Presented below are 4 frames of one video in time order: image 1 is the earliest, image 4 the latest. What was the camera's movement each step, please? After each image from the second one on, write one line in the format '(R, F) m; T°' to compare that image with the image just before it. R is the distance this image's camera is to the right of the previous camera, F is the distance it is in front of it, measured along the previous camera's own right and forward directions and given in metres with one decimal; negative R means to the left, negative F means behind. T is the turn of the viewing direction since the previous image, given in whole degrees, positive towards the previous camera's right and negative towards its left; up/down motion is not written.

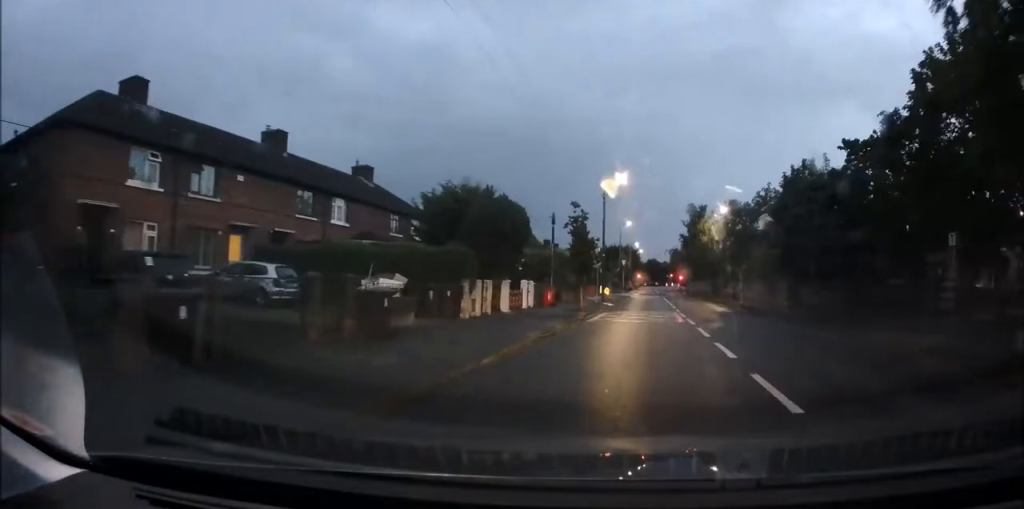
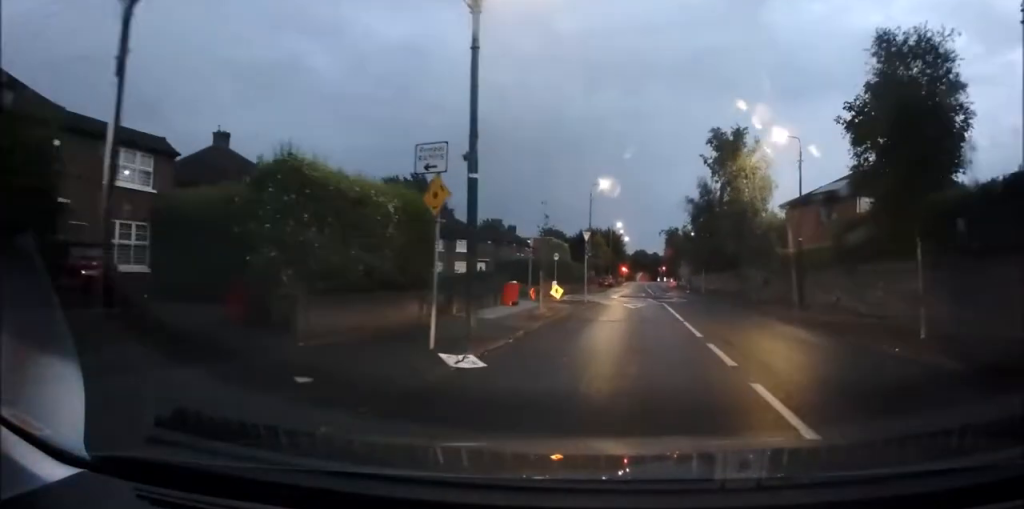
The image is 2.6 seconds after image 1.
(+1.0, +28.8) m; +1°
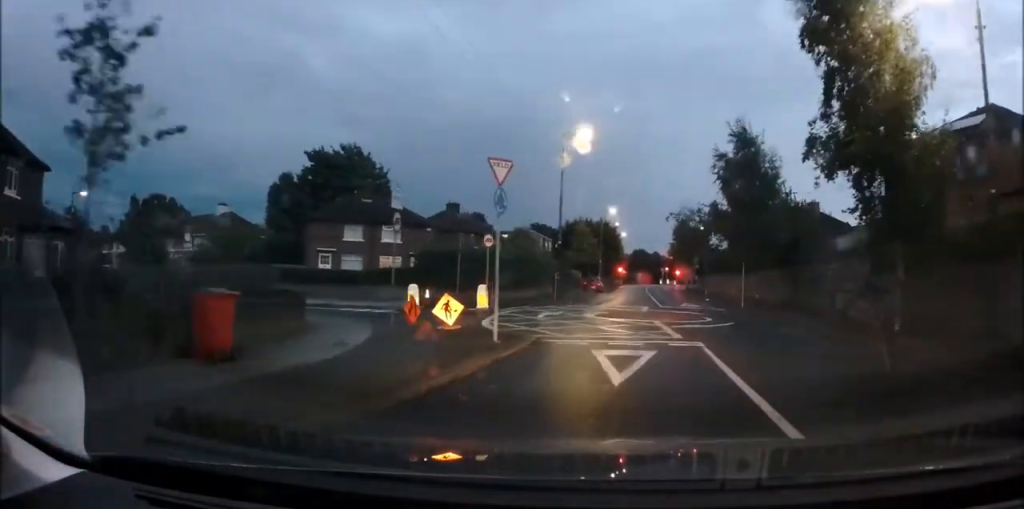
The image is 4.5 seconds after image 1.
(-0.6, +17.9) m; -4°
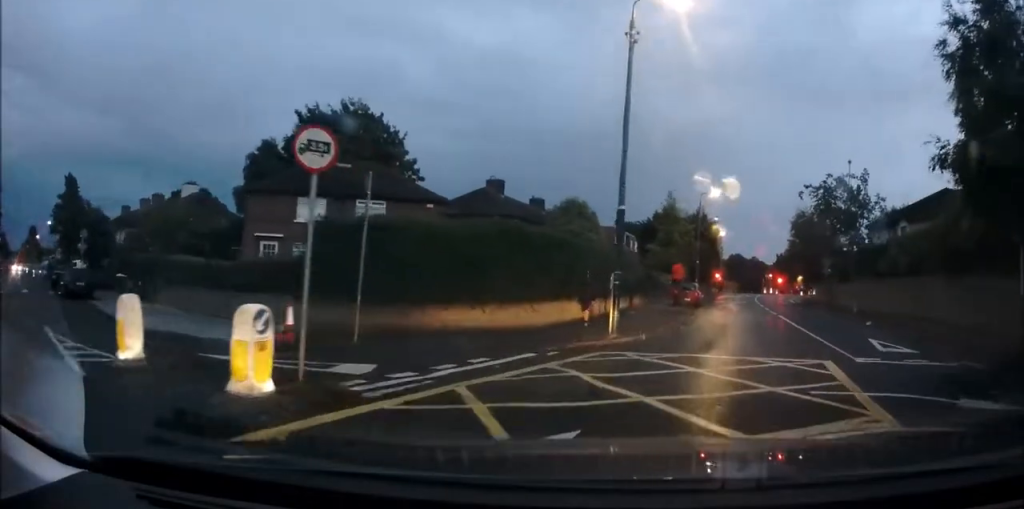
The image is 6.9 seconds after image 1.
(-0.8, +17.3) m; +1°
